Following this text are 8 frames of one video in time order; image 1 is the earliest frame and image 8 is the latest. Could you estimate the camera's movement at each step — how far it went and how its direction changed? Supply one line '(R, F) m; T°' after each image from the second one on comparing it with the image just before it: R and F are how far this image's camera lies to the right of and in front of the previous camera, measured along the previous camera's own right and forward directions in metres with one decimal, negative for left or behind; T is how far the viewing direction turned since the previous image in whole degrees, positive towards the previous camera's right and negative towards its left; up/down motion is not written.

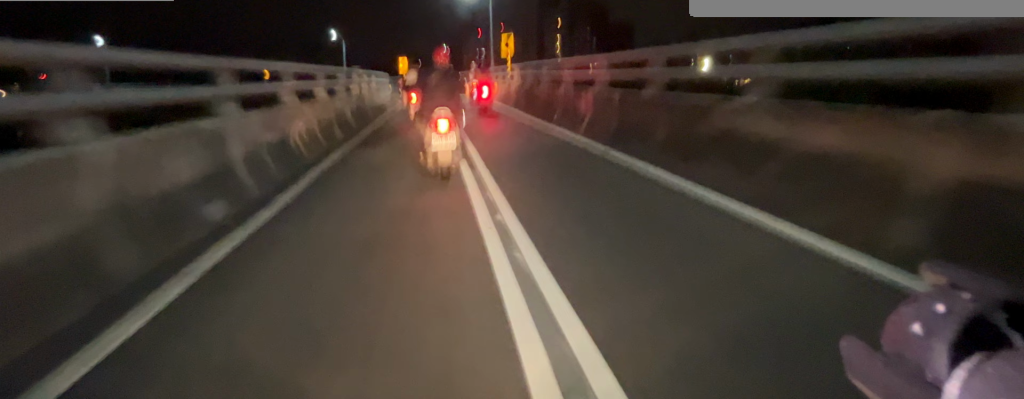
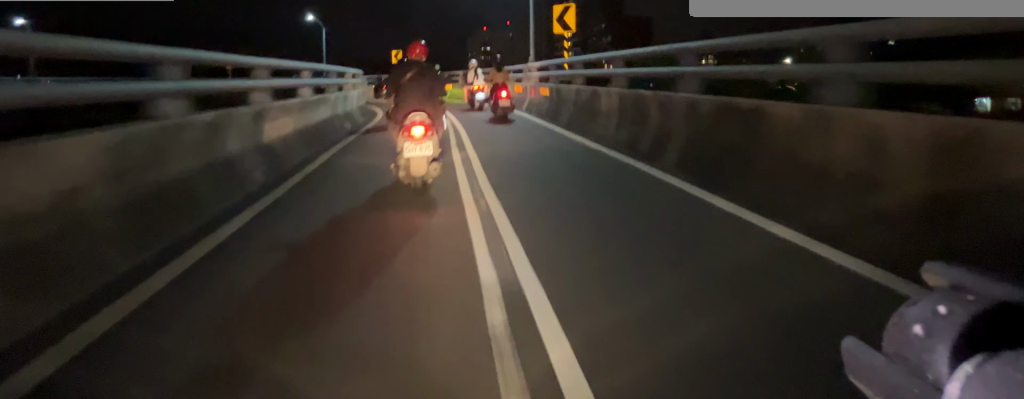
(-0.1, +7.8) m; -2°
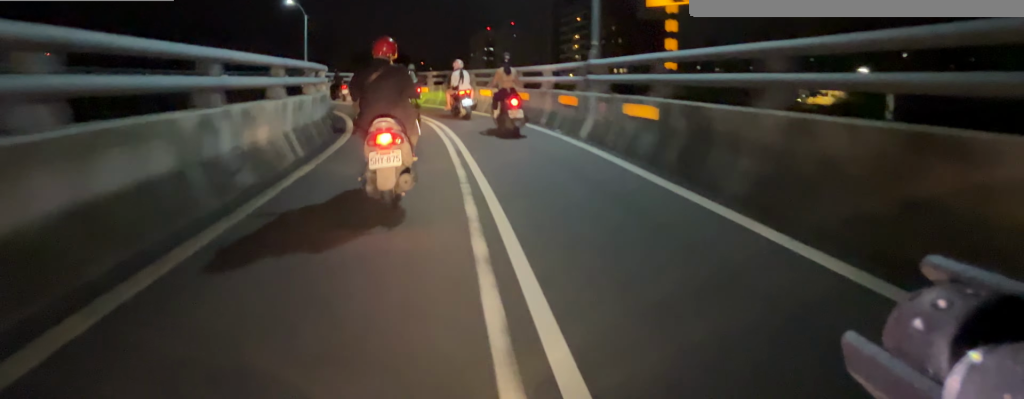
(+0.2, +4.8) m; -7°
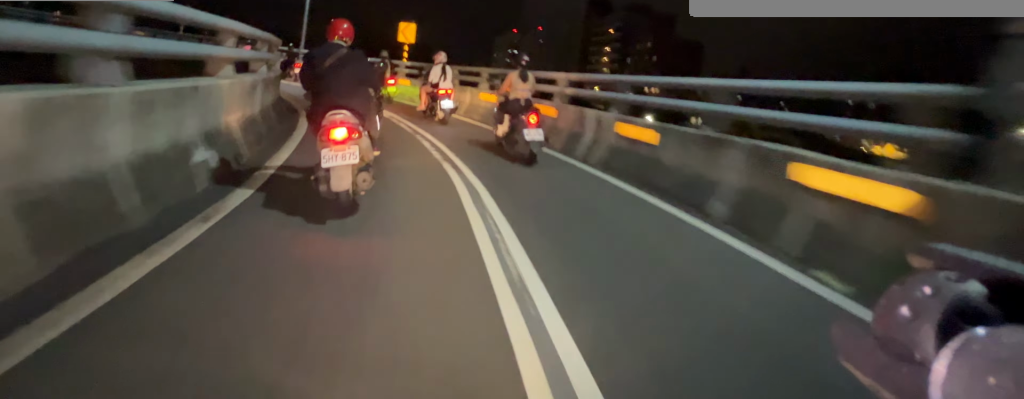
(-0.4, +5.3) m; -10°
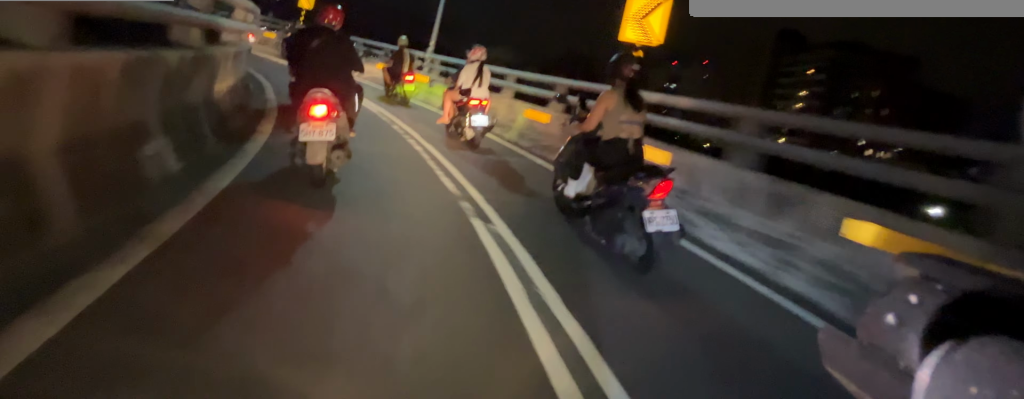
(-2.2, +10.6) m; -23°
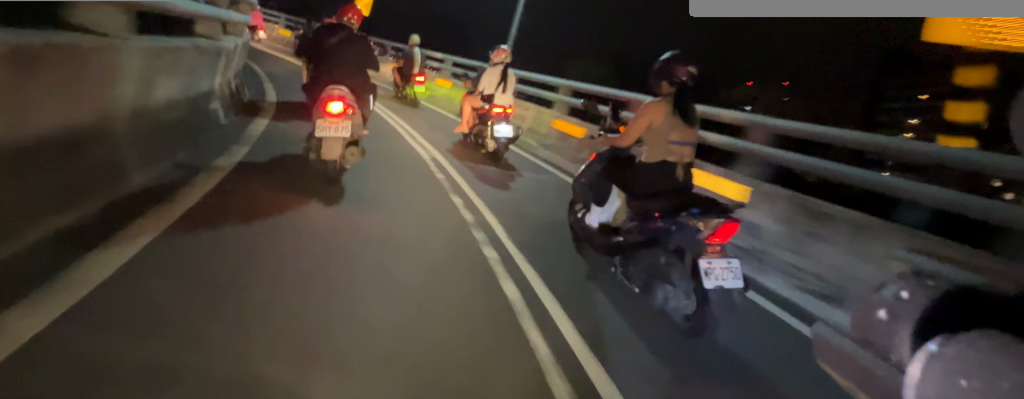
(+0.1, +3.6) m; -8°
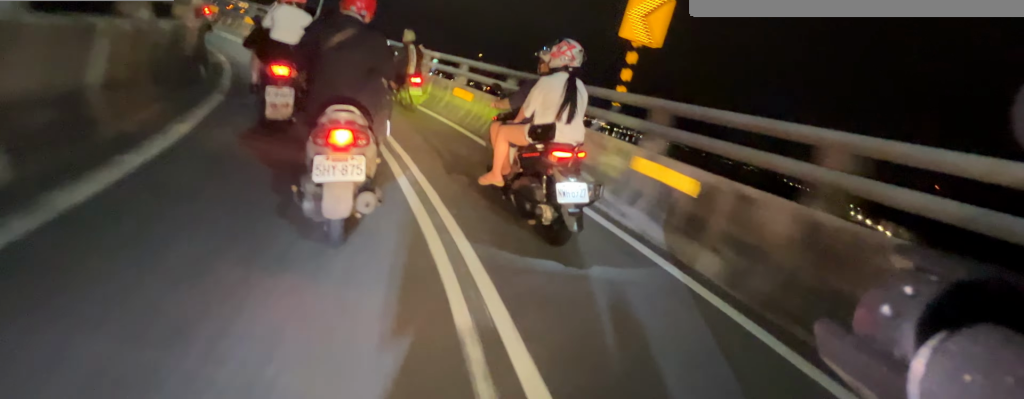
(-2.9, +12.5) m; -26°
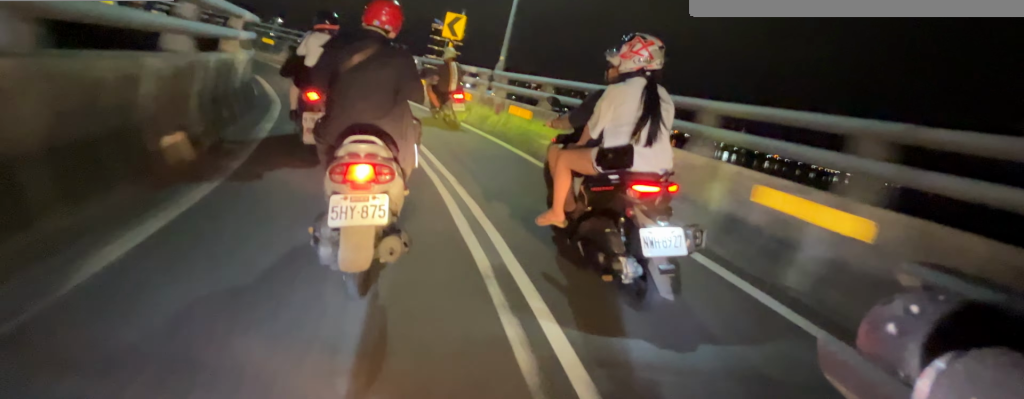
(-2.2, +8.2) m; -23°
